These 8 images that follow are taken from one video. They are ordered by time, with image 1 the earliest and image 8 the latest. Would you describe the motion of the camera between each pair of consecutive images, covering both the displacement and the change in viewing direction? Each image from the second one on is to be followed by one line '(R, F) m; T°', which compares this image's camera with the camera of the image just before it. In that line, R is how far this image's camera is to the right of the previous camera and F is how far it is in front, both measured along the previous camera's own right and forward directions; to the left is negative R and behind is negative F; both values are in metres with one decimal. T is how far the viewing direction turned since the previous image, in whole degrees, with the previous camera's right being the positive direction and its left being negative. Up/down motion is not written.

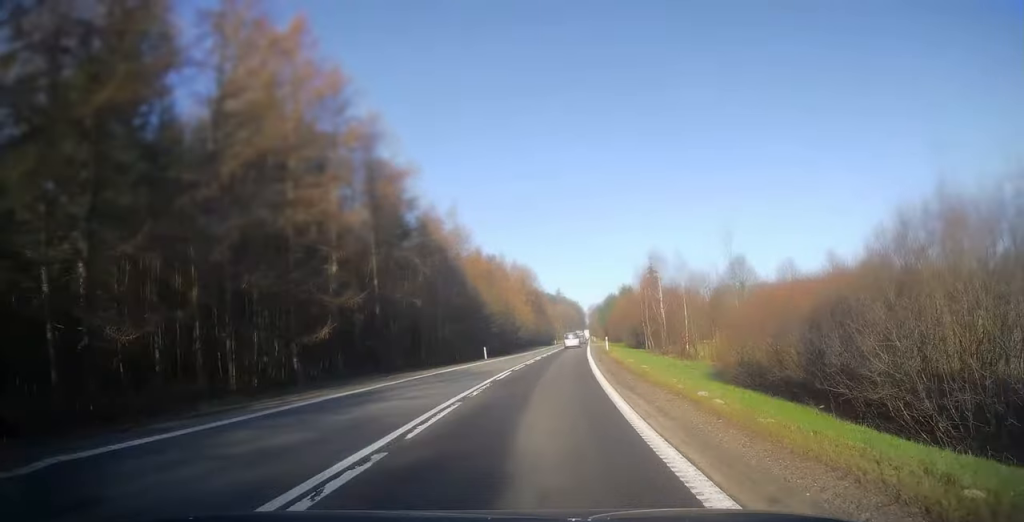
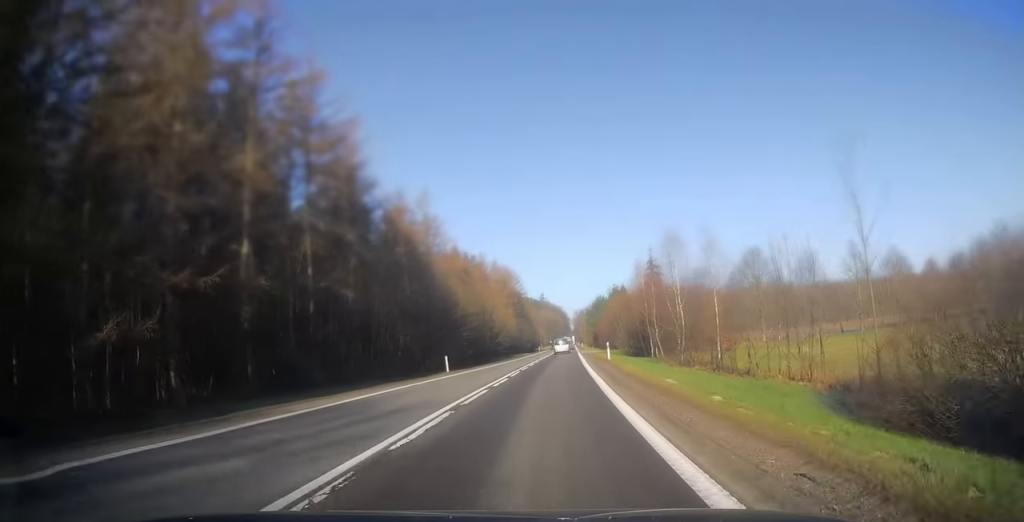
(-0.1, +12.3) m; +1°
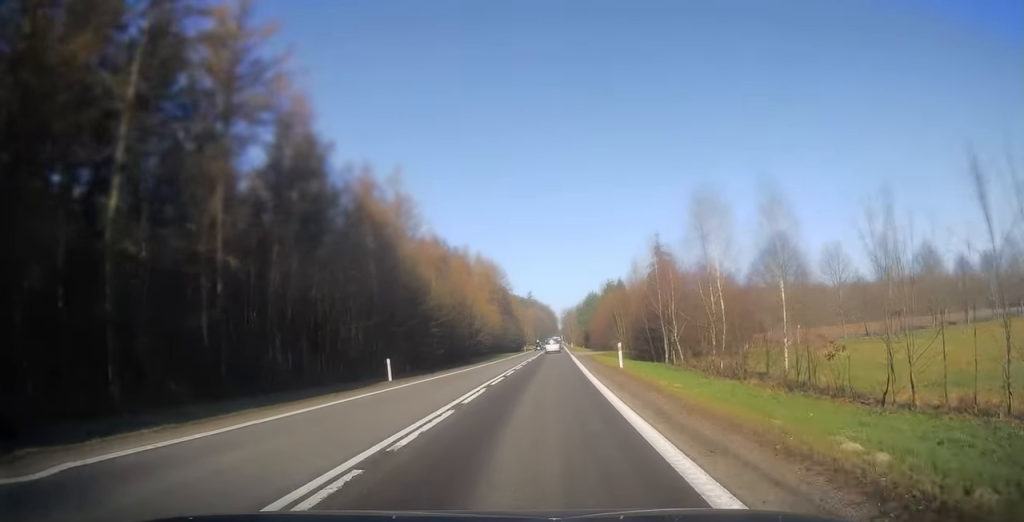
(+0.3, +11.4) m; +1°
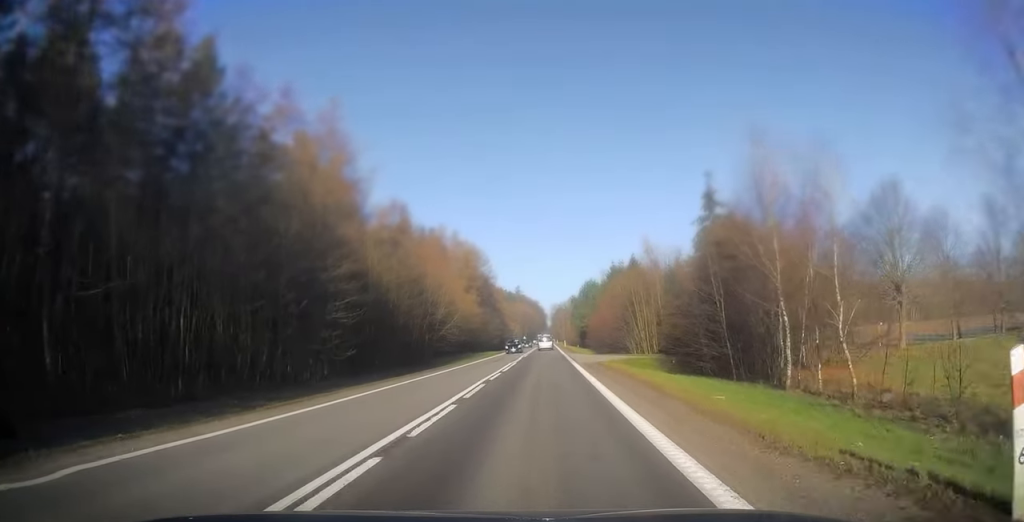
(+0.2, +22.8) m; +2°
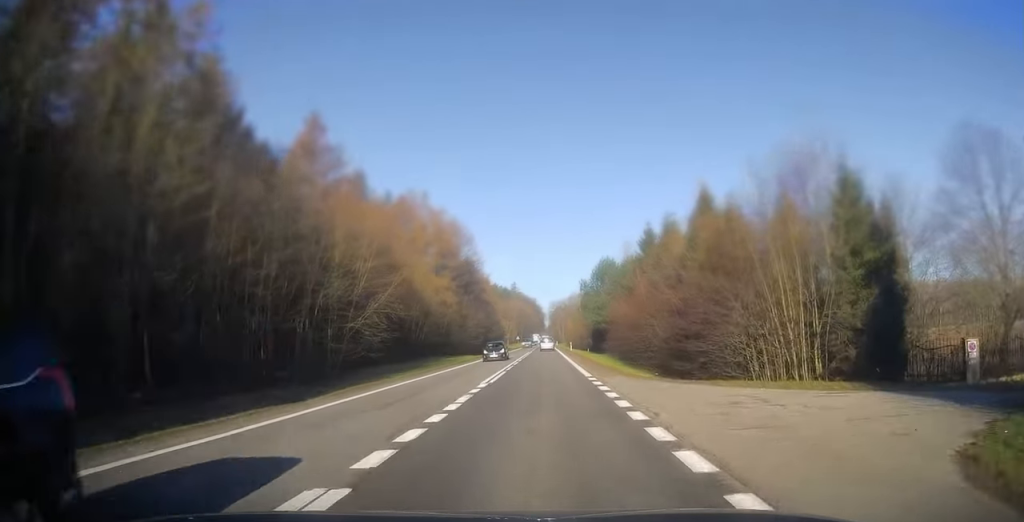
(+0.7, +30.4) m; +2°
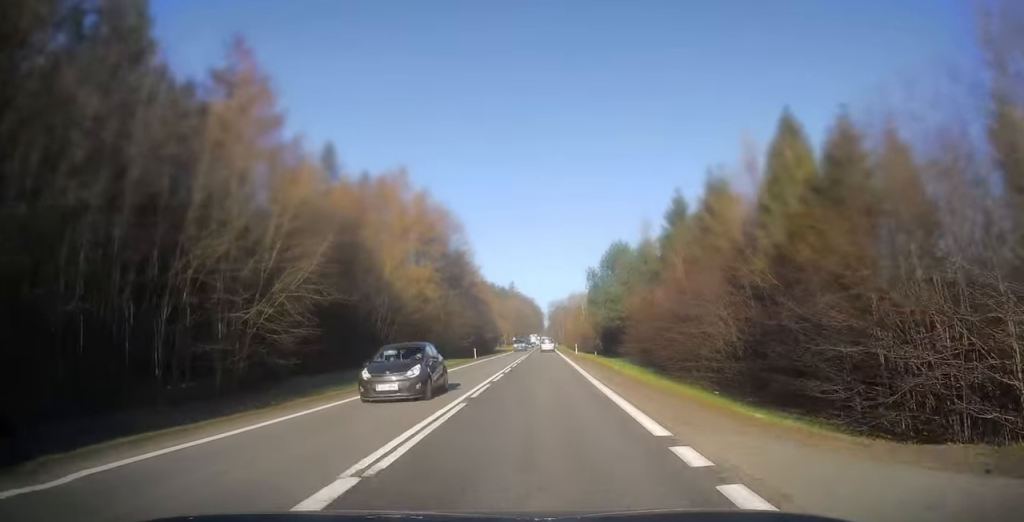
(0.0, +13.1) m; 0°
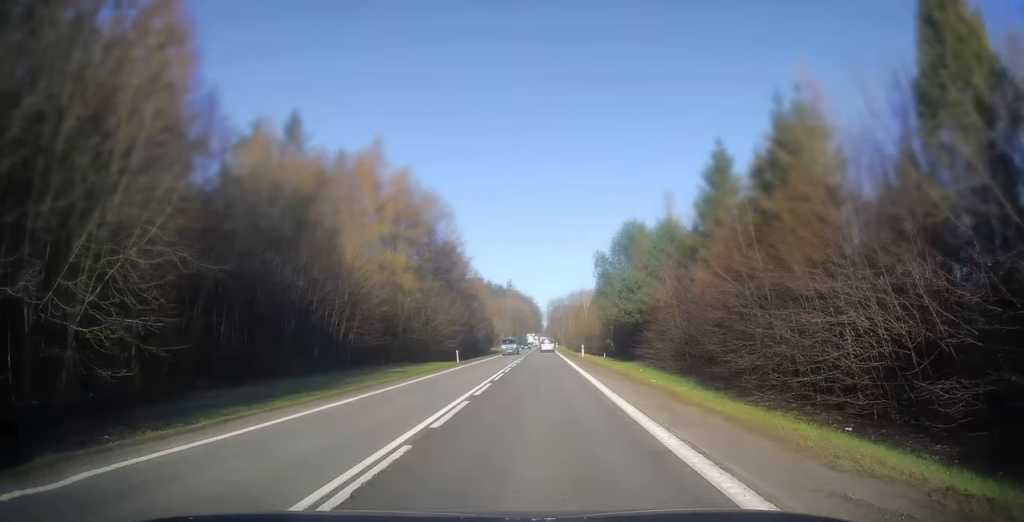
(-0.1, +11.1) m; +1°
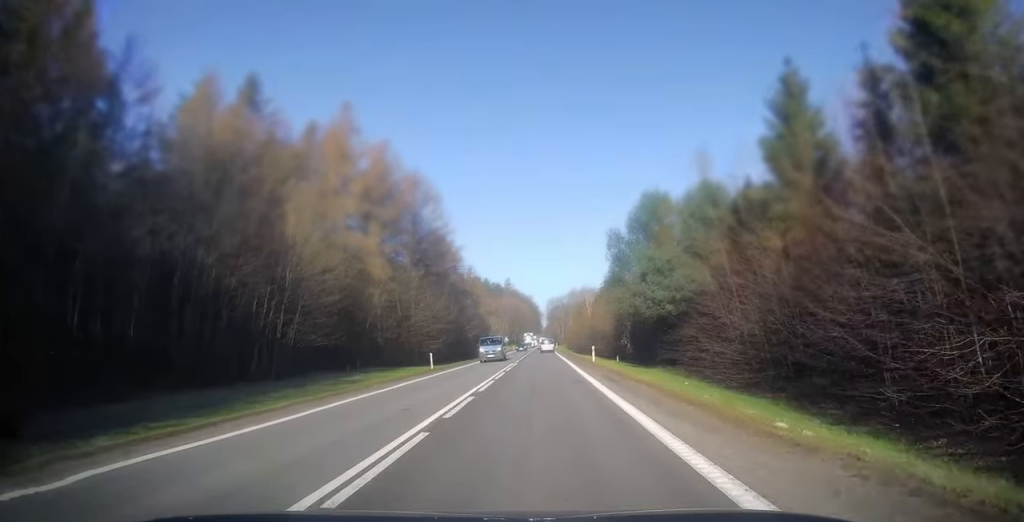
(0.0, +10.5) m; 0°
